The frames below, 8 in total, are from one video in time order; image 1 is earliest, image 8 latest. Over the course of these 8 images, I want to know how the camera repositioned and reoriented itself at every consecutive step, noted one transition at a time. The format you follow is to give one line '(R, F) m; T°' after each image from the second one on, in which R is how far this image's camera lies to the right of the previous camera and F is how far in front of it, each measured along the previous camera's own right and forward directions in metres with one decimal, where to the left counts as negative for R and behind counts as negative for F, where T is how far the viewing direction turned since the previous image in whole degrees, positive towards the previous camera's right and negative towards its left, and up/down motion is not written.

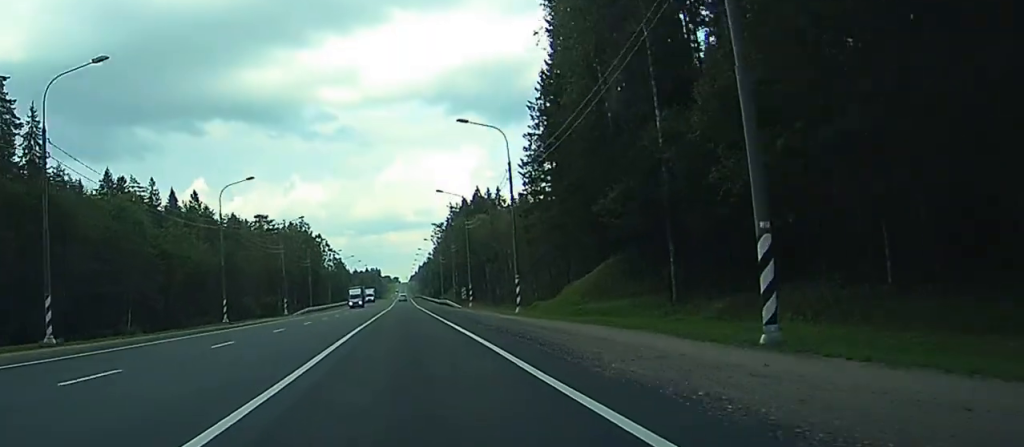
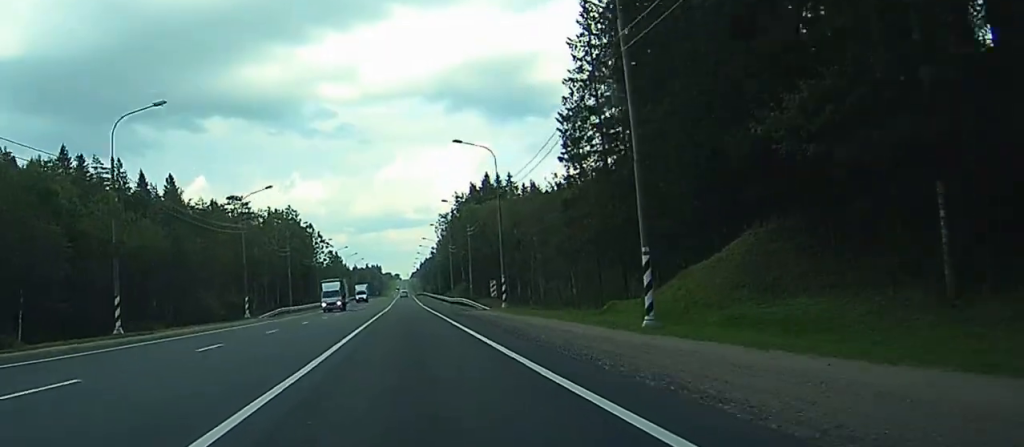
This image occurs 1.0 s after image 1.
(+0.1, +26.5) m; 0°
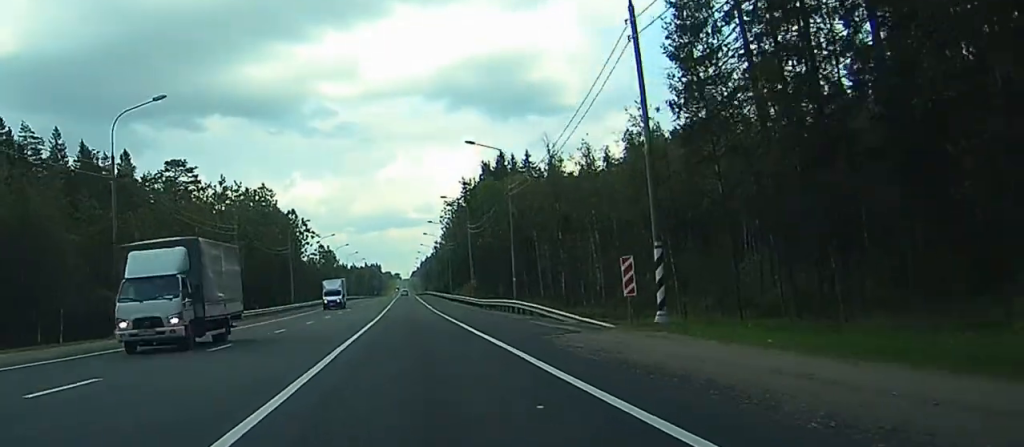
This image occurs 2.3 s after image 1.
(-0.1, +35.3) m; 0°
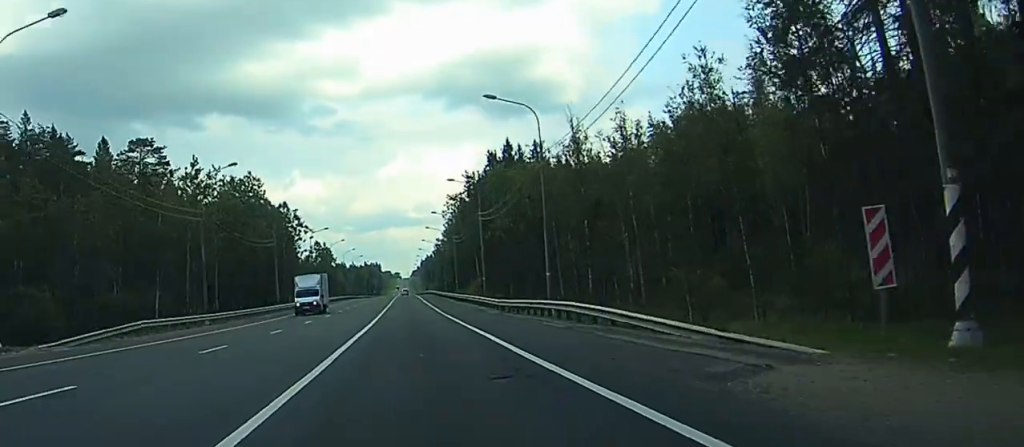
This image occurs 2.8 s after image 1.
(-0.1, +13.2) m; 0°
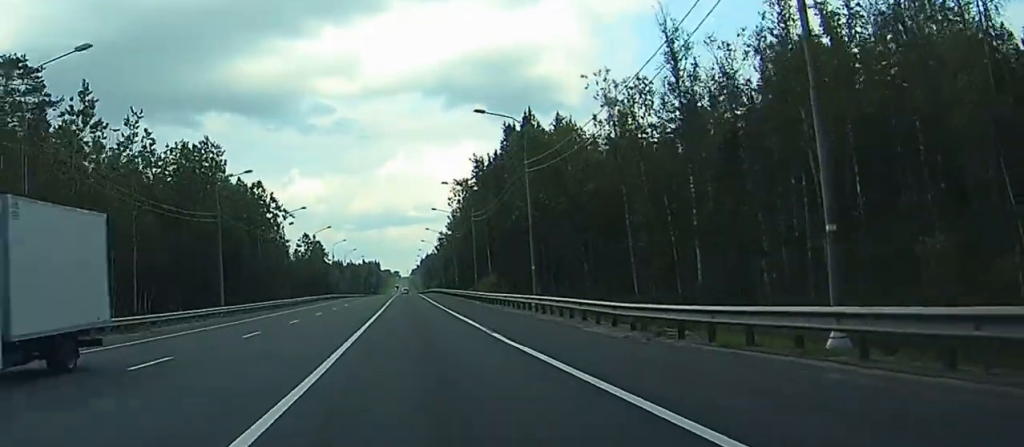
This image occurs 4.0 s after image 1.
(+0.1, +30.1) m; 0°
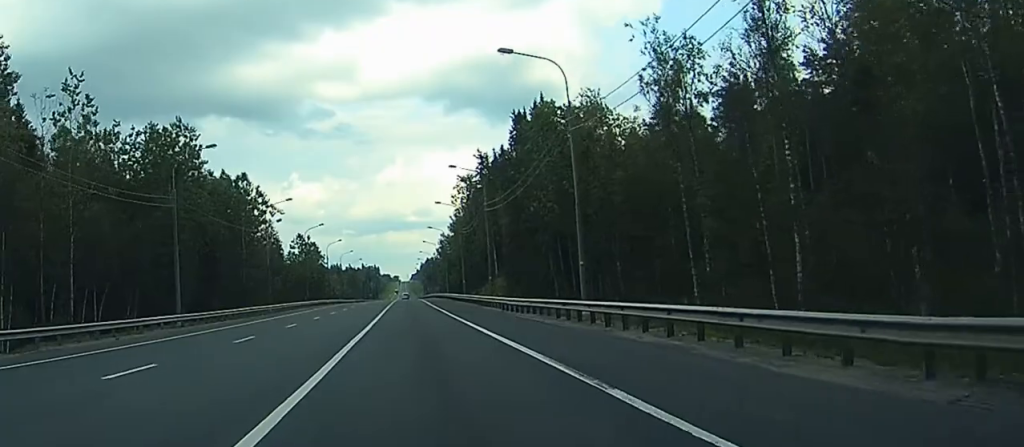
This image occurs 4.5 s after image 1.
(0.0, +13.3) m; 0°
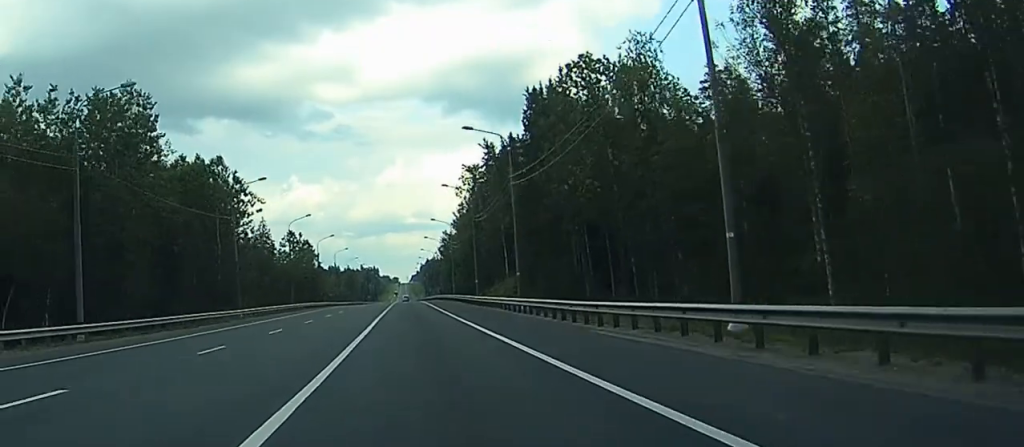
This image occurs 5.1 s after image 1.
(0.0, +16.9) m; 0°
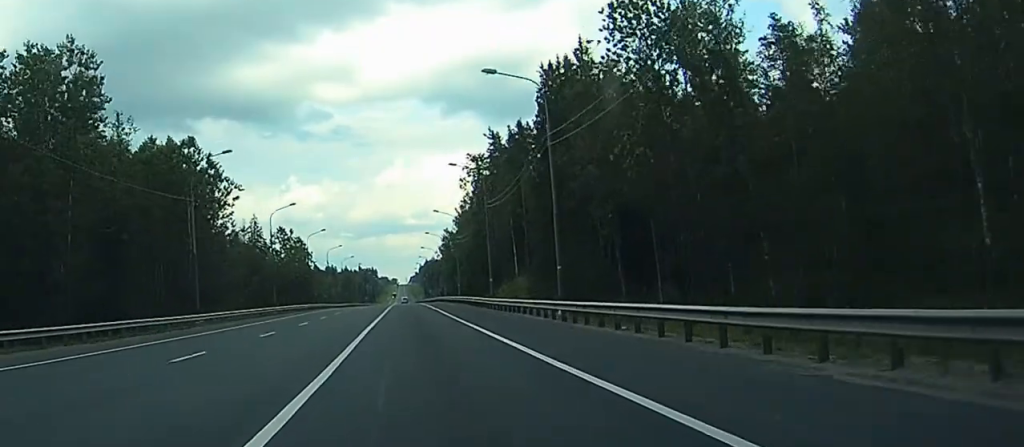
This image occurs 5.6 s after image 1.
(0.0, +14.3) m; 0°
